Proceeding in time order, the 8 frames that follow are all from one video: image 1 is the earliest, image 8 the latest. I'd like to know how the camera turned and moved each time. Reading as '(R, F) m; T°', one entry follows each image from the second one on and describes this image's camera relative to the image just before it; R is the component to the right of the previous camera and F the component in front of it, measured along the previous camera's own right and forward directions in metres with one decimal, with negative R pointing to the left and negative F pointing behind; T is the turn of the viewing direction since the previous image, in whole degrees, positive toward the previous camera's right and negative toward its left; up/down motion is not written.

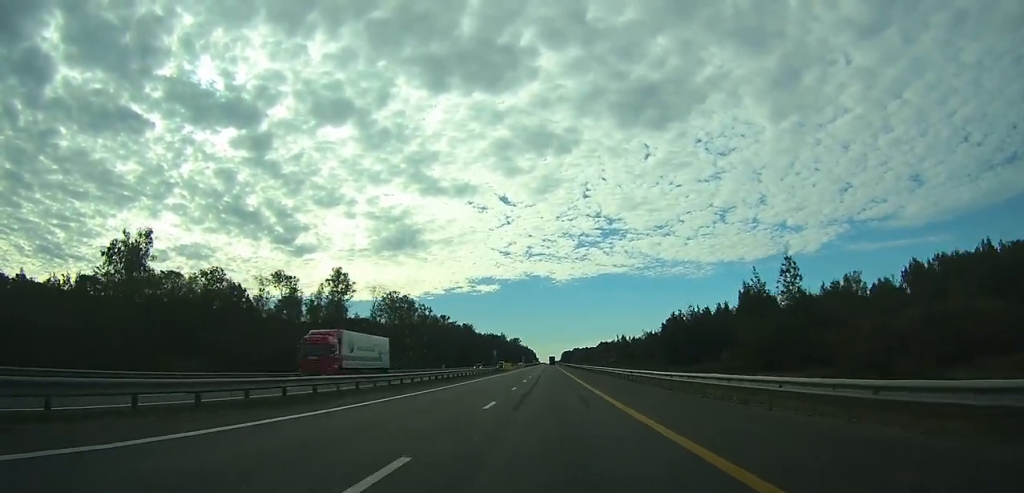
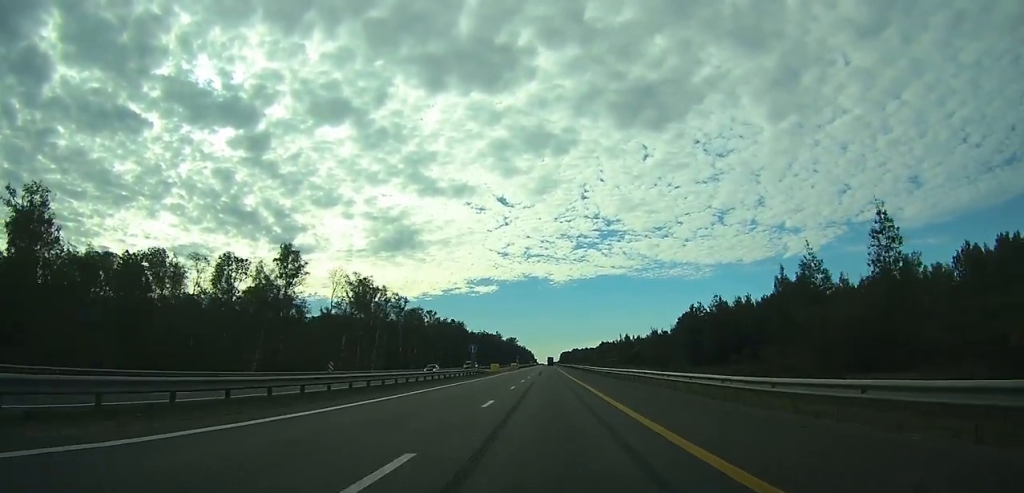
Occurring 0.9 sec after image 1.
(0.0, +23.7) m; 0°
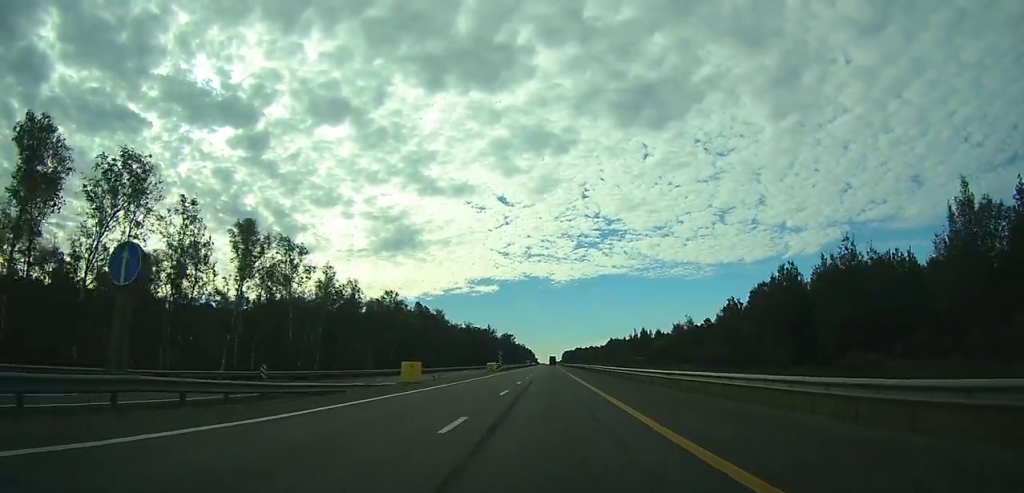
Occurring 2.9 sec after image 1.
(0.0, +54.3) m; 0°
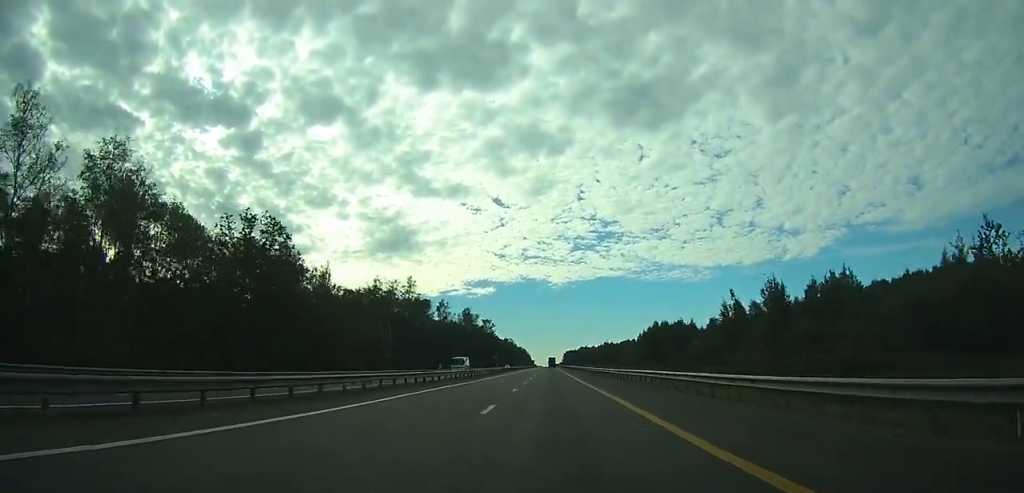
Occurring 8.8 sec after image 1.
(+0.4, +157.2) m; 0°
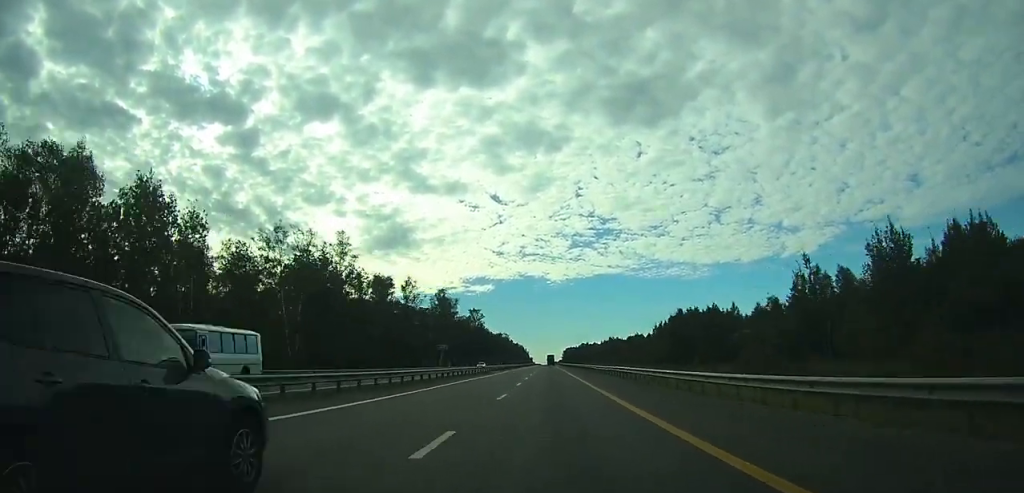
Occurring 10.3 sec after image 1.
(+0.1, +41.5) m; 0°
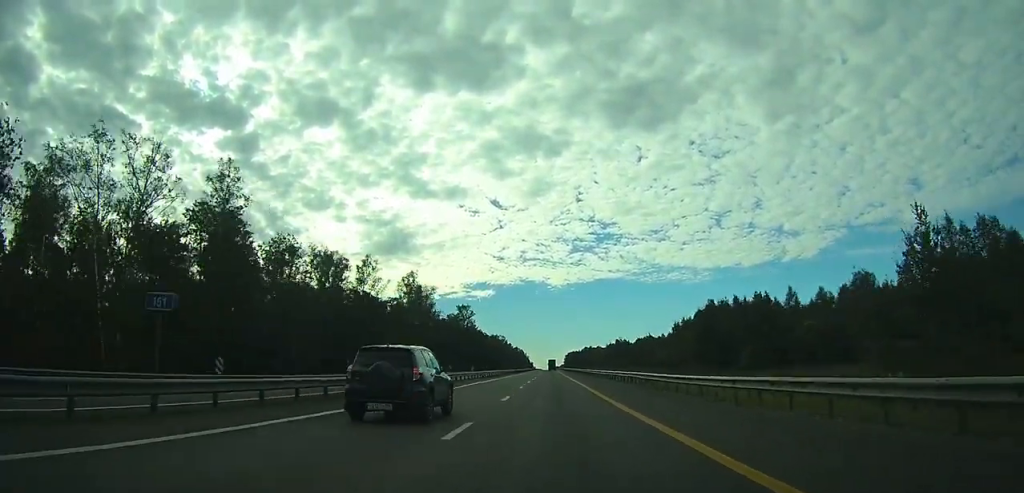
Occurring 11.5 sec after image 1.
(0.0, +35.9) m; 0°
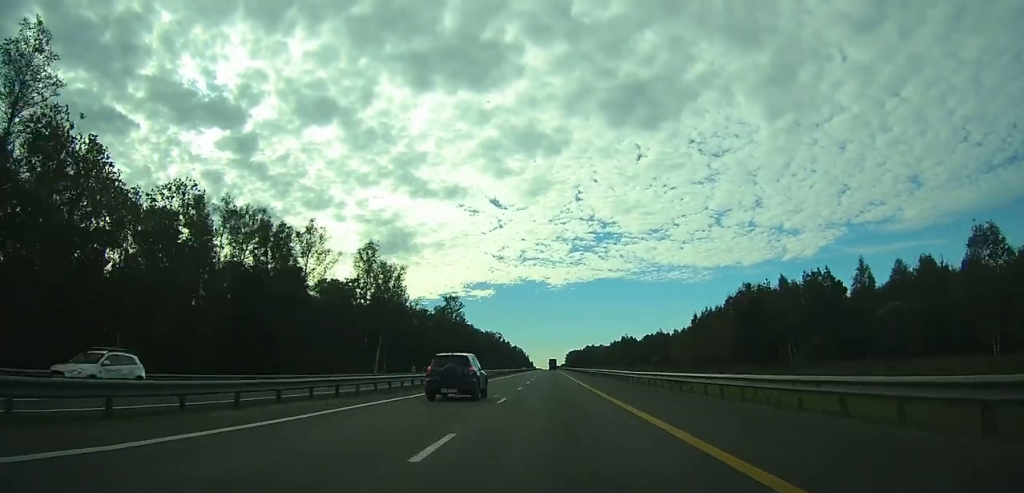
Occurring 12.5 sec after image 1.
(0.0, +28.0) m; 0°
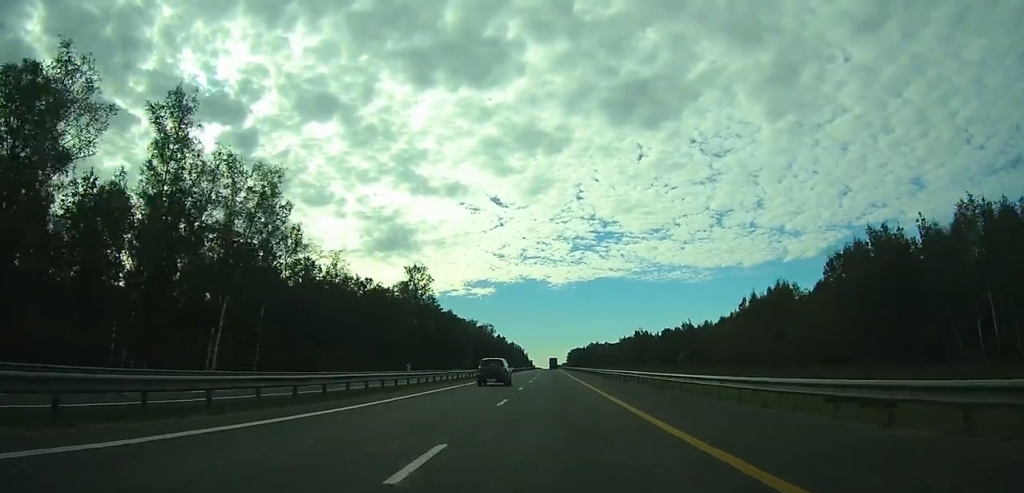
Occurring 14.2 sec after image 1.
(-0.2, +52.8) m; 0°
